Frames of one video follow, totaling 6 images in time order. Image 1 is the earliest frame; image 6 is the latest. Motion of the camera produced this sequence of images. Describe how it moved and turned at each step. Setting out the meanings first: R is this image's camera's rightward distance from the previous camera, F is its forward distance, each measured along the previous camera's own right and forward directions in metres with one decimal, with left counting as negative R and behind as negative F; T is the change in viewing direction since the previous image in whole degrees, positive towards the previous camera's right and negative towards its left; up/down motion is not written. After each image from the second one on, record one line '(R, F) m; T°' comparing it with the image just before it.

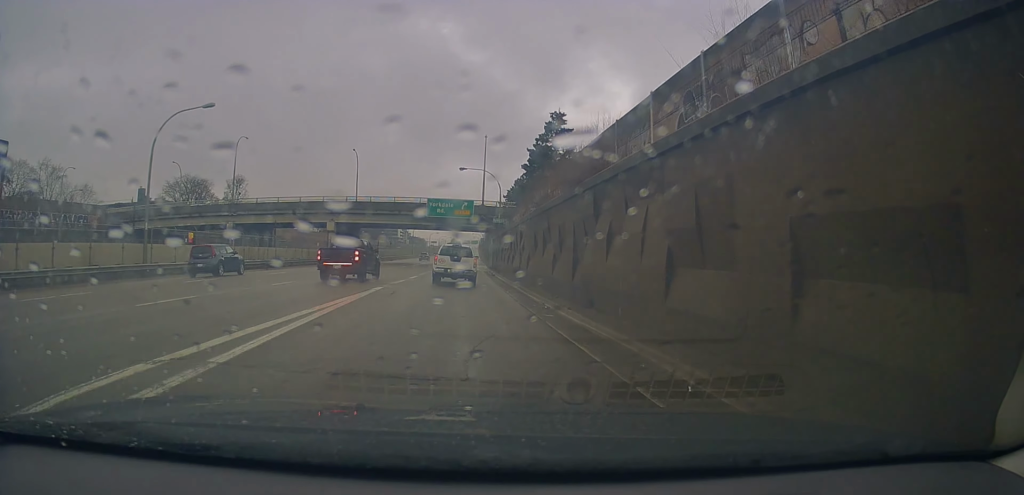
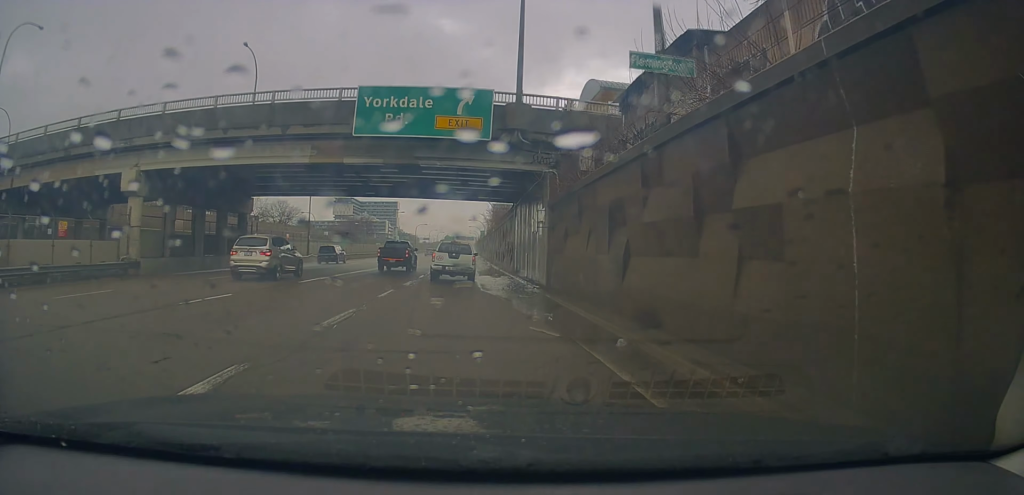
(-0.7, +43.3) m; 0°
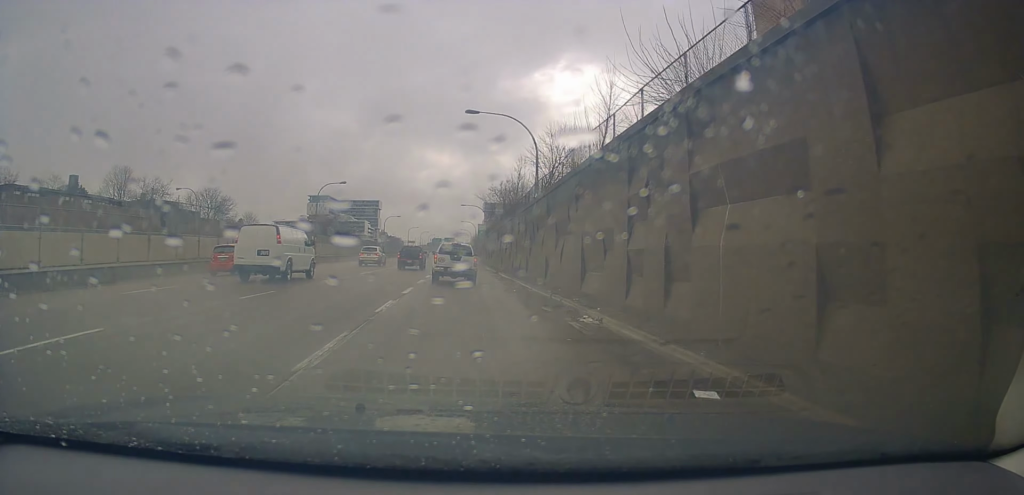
(+0.9, +50.2) m; +2°
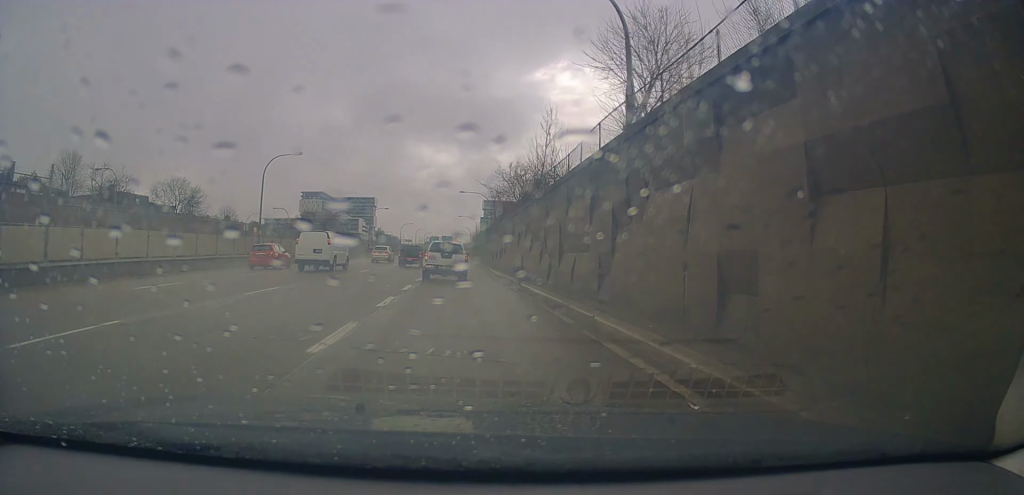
(+0.4, +17.5) m; +1°
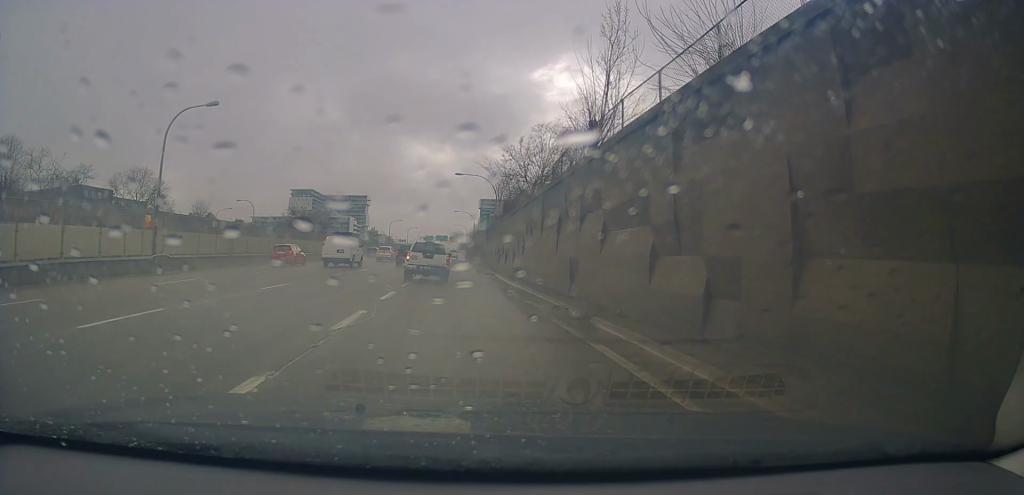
(+0.1, +15.6) m; -2°
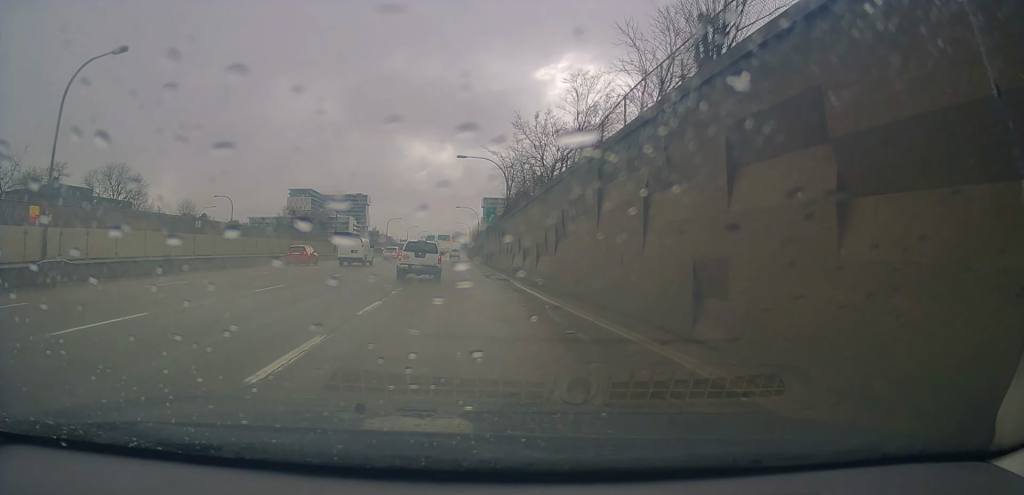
(-0.4, +9.8) m; 0°
